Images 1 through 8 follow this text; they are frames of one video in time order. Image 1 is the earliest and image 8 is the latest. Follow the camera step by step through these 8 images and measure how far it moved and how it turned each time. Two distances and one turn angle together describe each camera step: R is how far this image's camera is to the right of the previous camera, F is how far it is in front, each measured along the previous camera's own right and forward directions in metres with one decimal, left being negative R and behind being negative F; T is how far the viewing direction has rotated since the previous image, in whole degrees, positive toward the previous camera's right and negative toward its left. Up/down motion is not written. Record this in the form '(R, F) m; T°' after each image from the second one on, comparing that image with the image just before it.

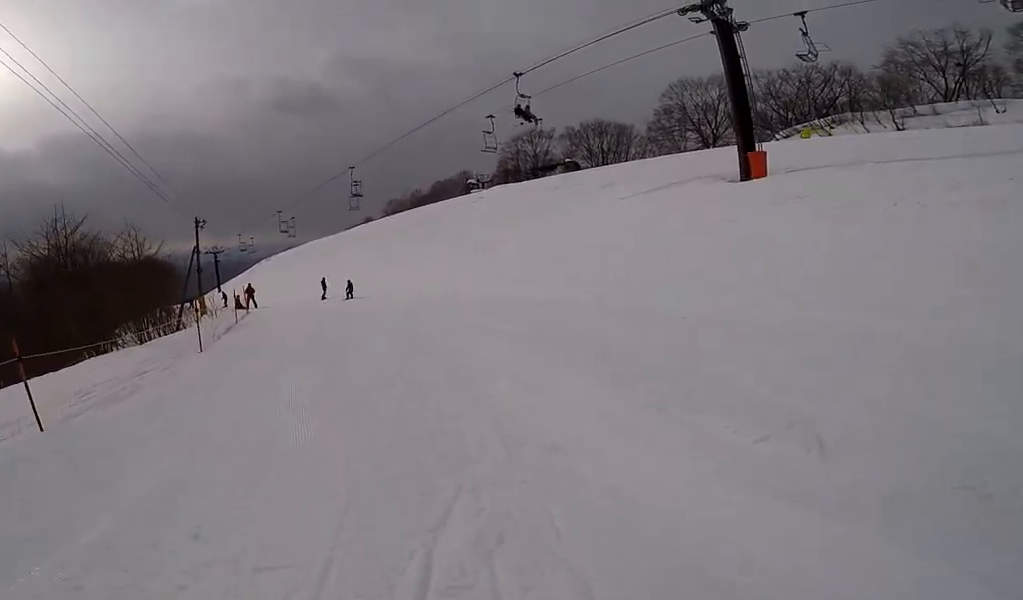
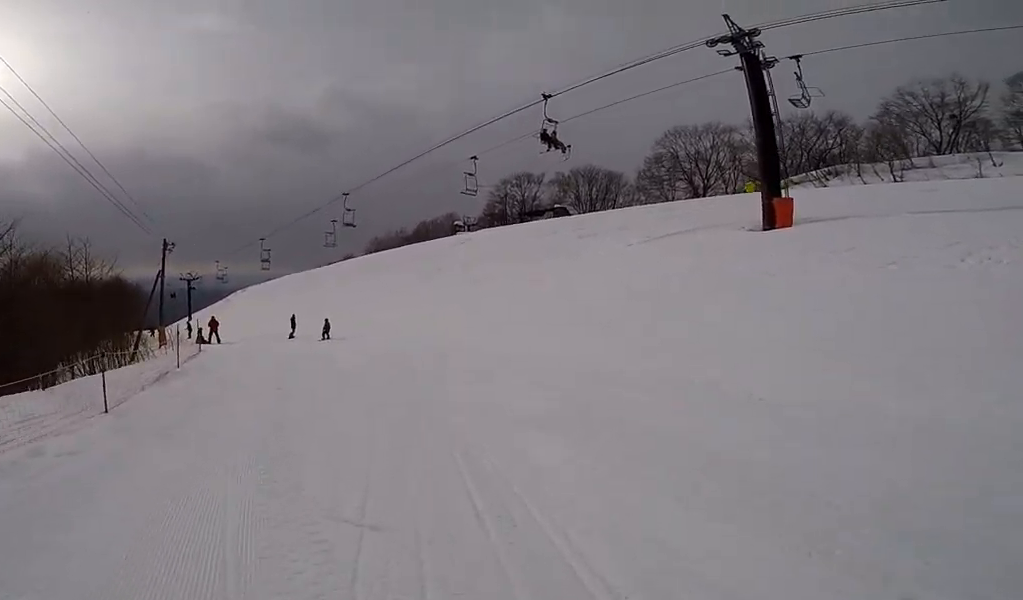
(+0.2, +2.5) m; +1°
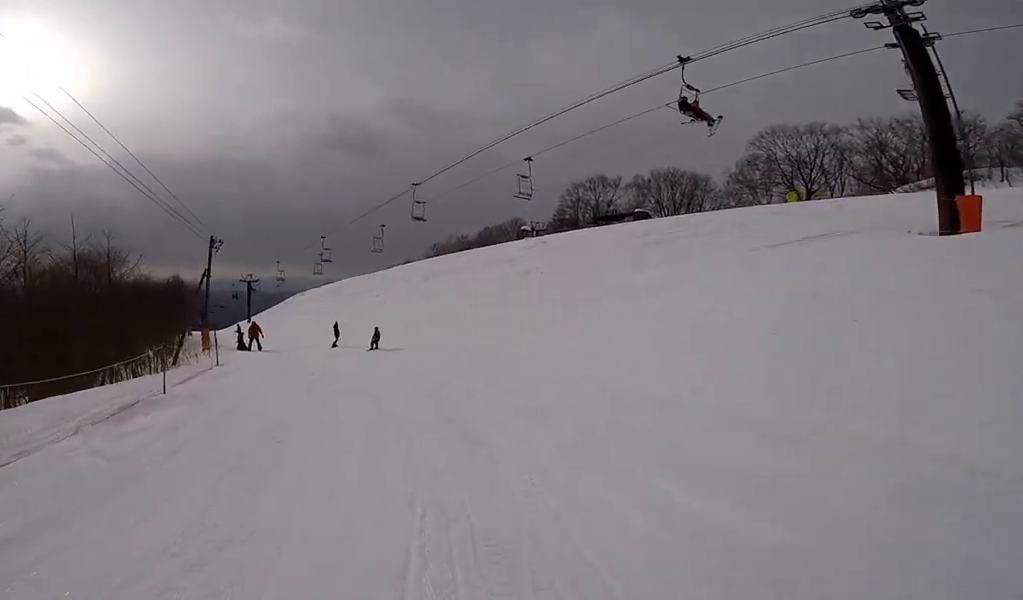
(-0.4, +3.4) m; +3°
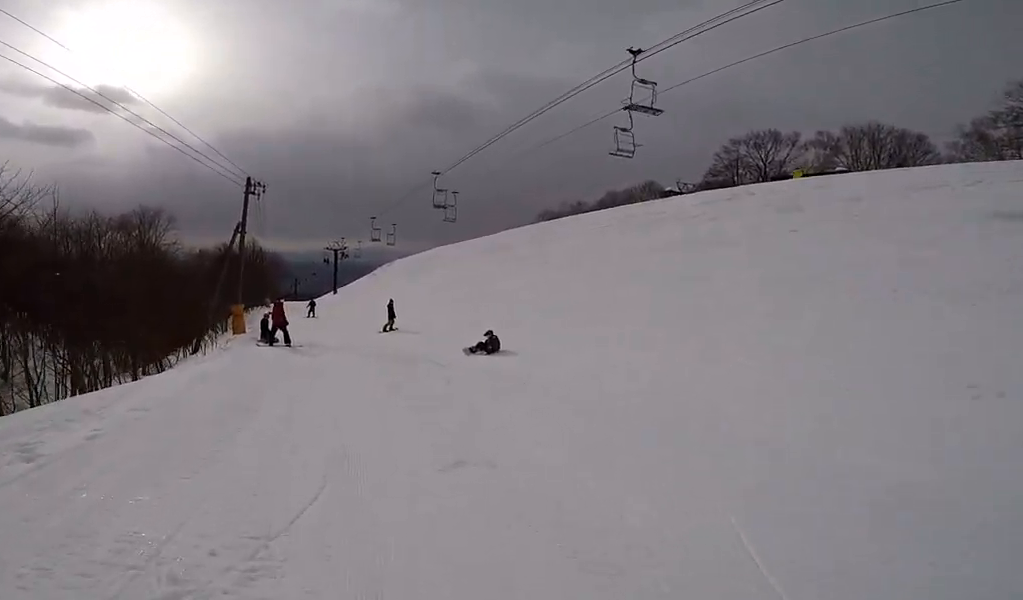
(-0.4, +10.5) m; -11°
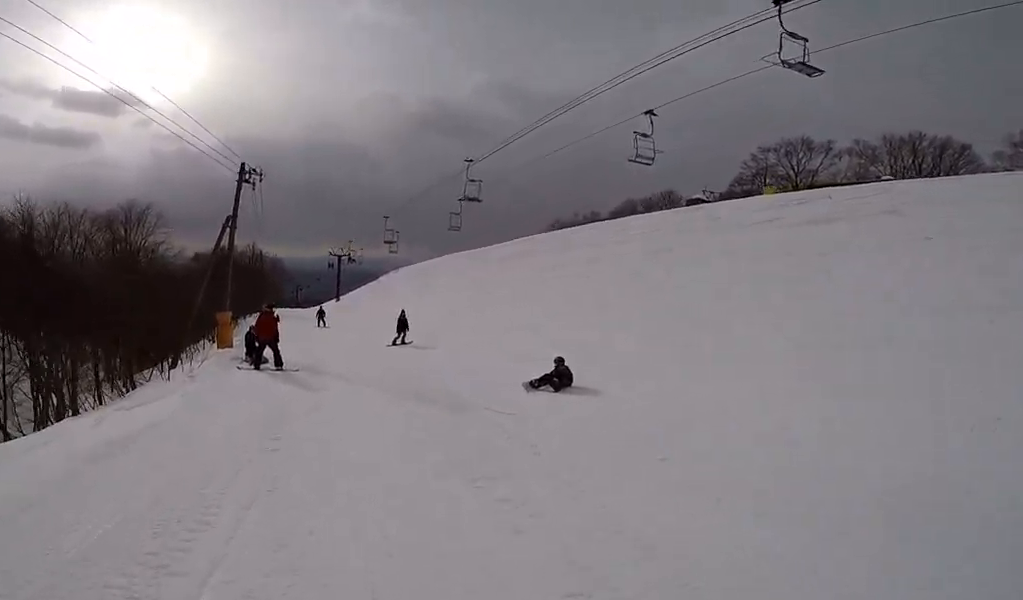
(-0.1, +3.9) m; -5°
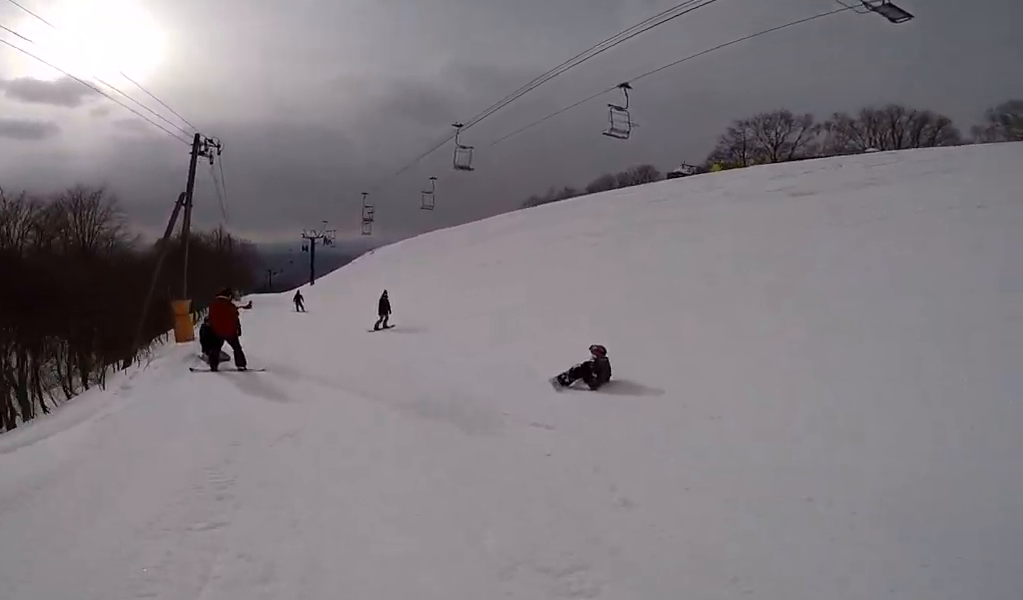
(+0.2, +2.1) m; -1°
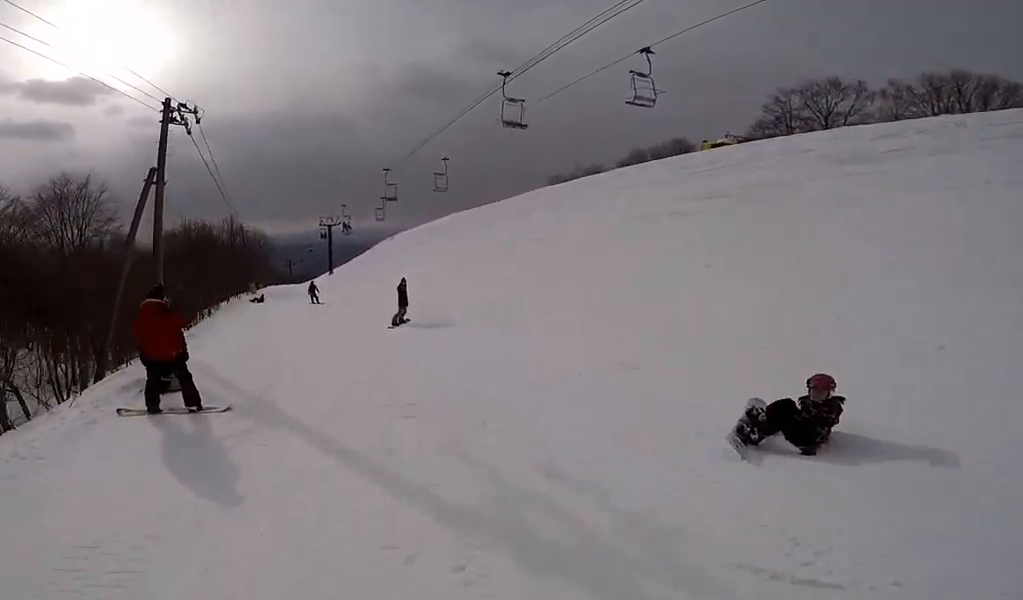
(-0.3, +3.4) m; -10°
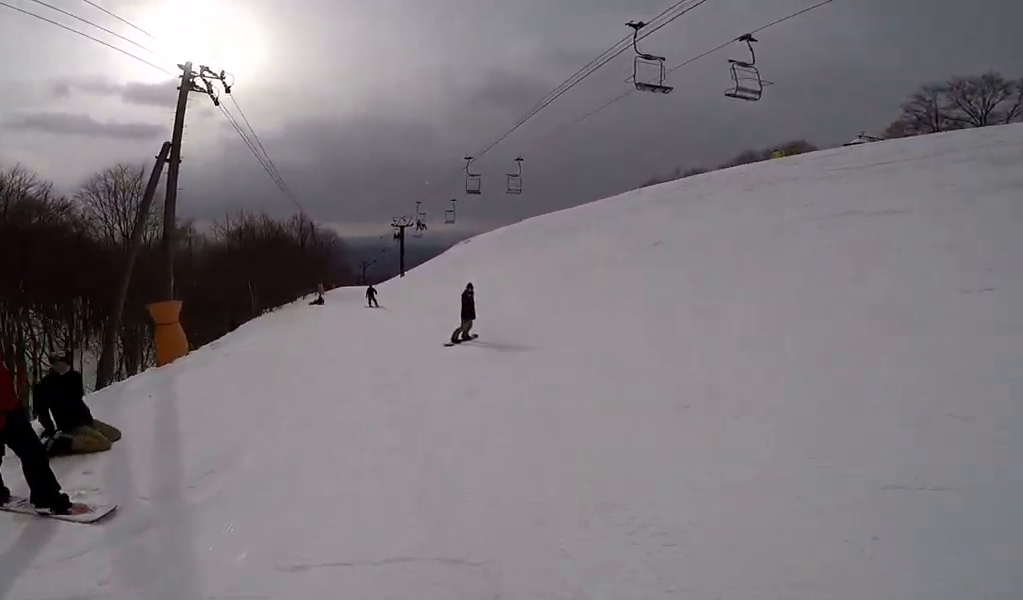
(-0.2, +3.3) m; -7°
